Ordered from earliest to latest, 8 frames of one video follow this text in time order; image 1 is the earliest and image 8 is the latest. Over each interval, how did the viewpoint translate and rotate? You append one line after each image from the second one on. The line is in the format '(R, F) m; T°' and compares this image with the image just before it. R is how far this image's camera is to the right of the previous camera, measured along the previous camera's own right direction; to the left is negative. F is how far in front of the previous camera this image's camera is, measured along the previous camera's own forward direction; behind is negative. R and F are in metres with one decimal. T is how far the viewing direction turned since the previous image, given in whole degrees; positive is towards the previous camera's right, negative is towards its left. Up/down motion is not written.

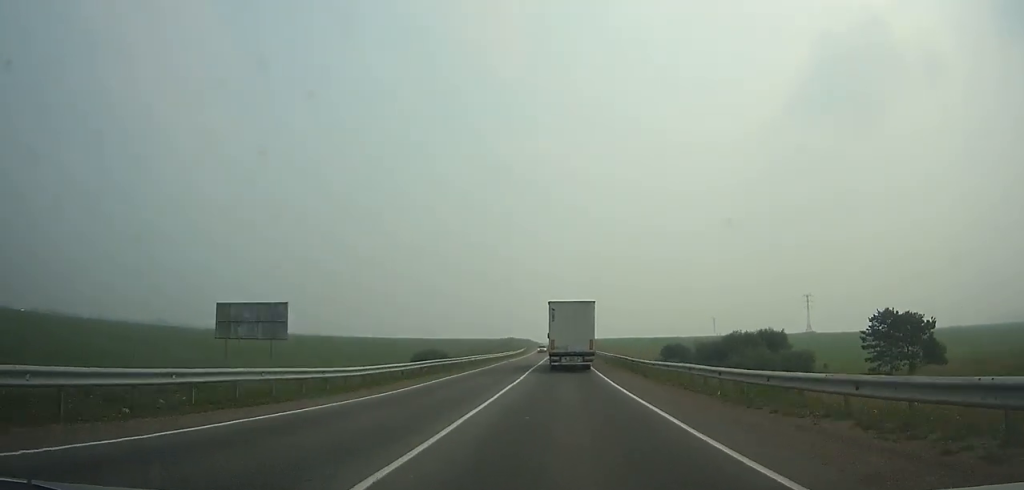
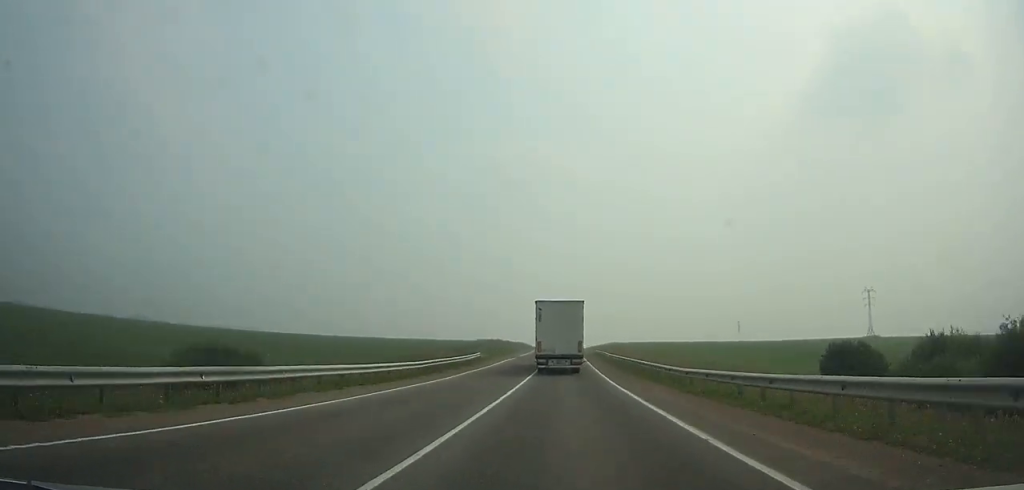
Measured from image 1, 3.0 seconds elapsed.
(-0.1, +65.6) m; 0°
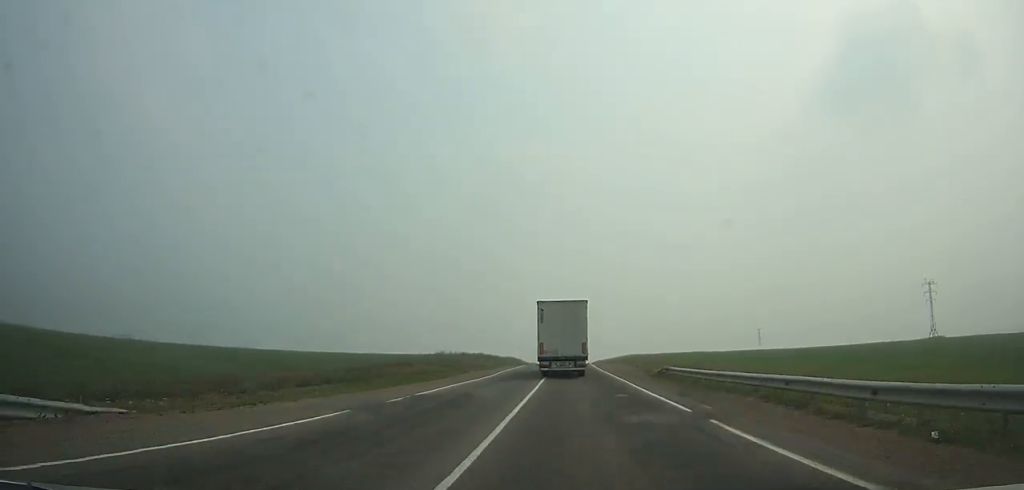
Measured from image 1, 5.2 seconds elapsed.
(0.0, +47.1) m; 0°
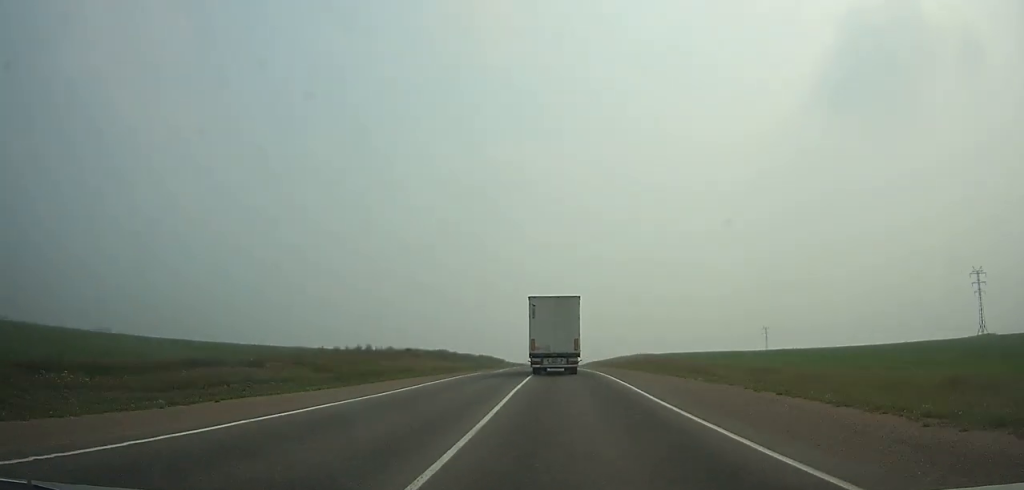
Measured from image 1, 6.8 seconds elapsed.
(+0.1, +33.7) m; 0°
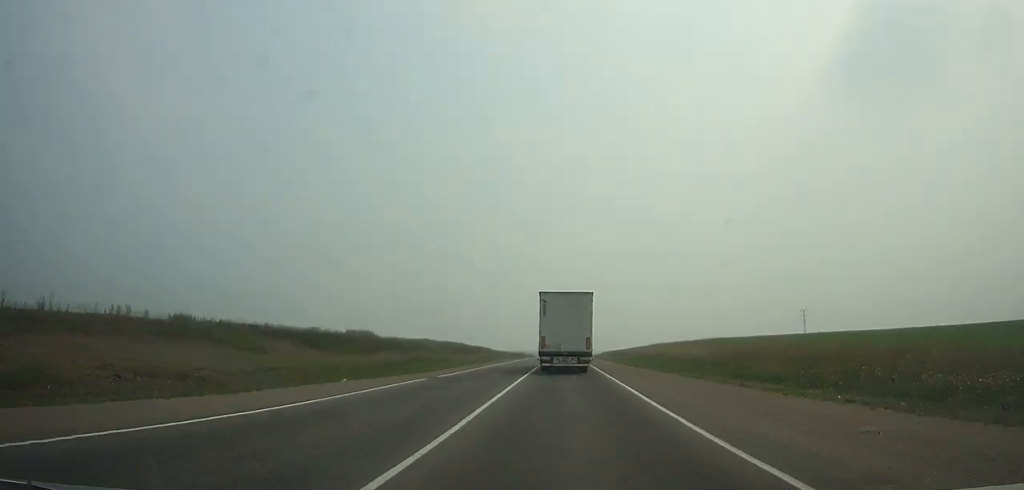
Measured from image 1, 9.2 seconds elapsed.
(0.0, +52.0) m; 0°
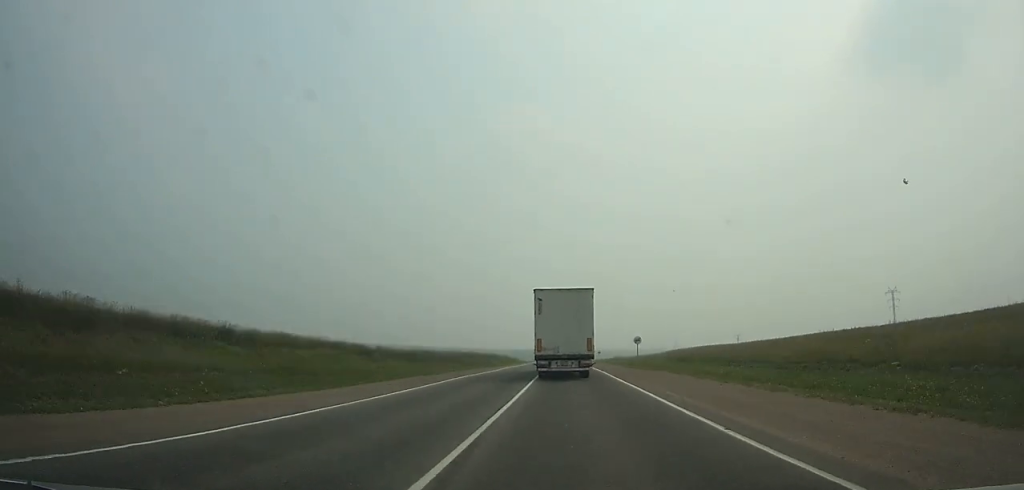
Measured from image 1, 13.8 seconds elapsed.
(-0.1, +103.7) m; 0°
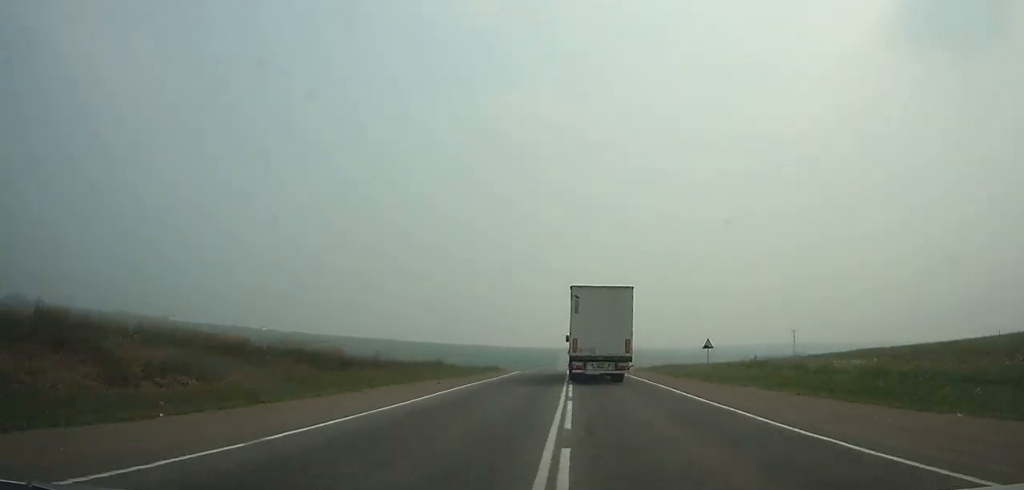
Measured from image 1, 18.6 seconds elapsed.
(-0.6, +112.7) m; -1°
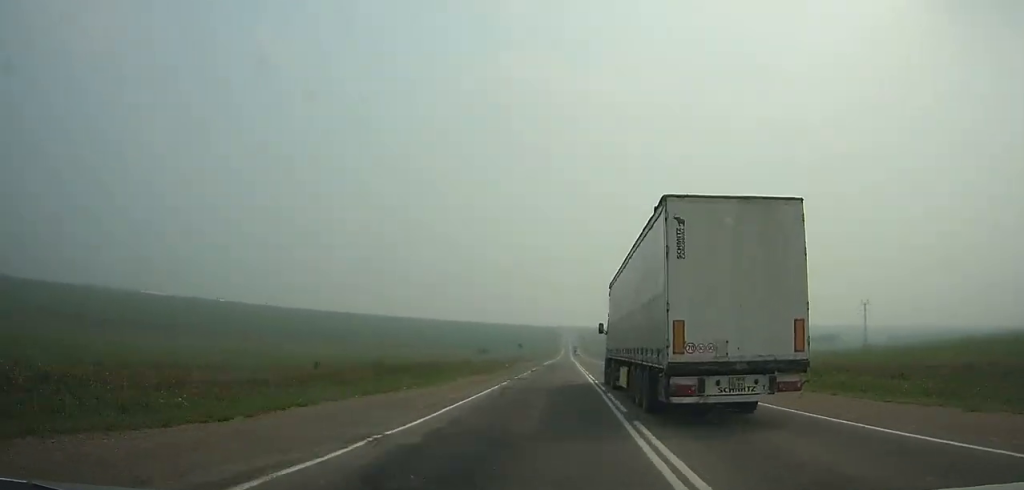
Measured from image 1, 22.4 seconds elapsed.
(-0.3, +95.3) m; 0°
